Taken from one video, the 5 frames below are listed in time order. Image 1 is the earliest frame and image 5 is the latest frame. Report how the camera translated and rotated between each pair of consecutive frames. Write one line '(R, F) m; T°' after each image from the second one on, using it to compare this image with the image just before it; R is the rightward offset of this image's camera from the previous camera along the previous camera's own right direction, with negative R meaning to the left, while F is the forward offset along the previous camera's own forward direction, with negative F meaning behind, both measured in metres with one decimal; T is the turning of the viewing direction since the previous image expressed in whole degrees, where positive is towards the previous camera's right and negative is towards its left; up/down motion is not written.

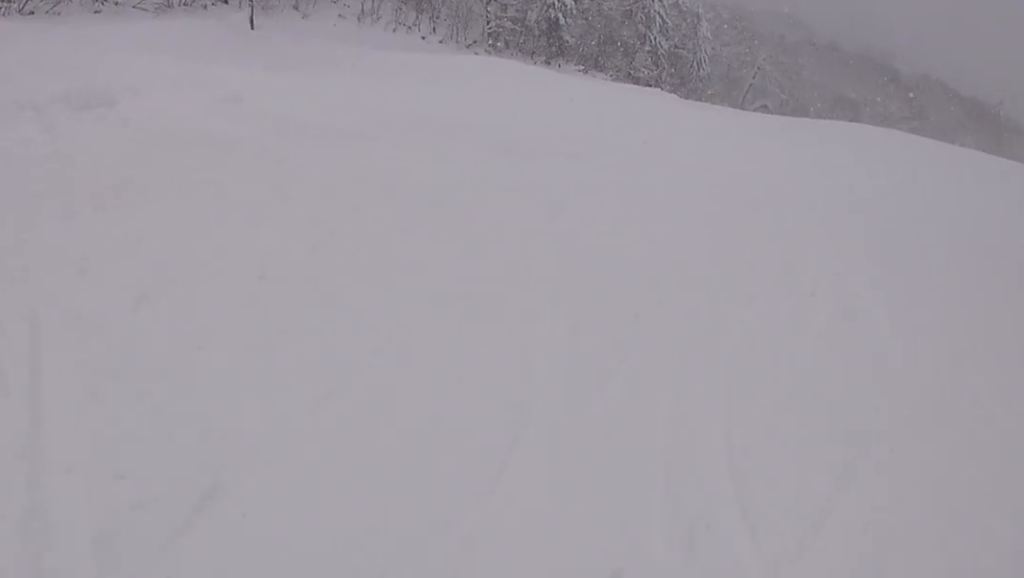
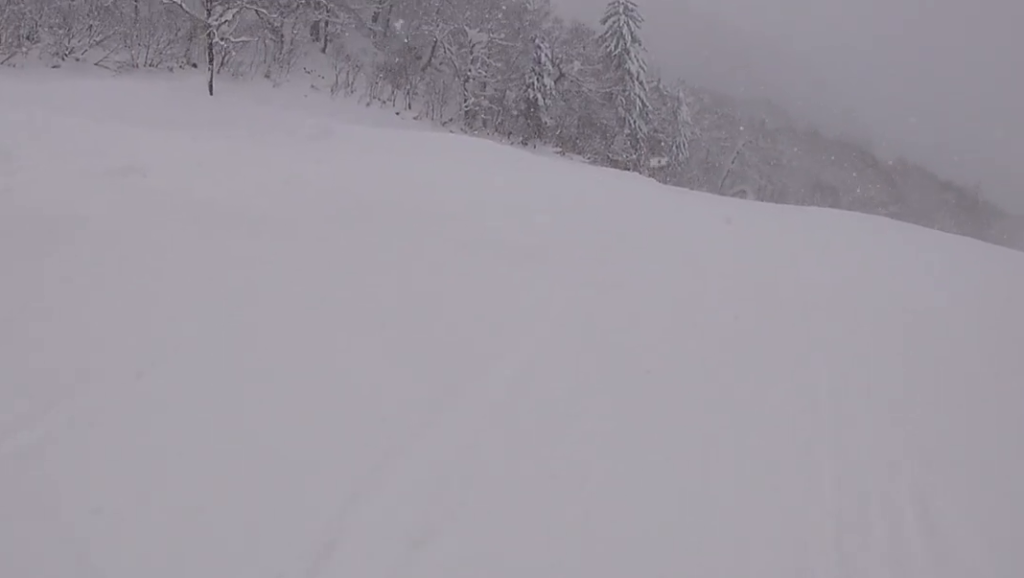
(0.0, +3.7) m; +2°
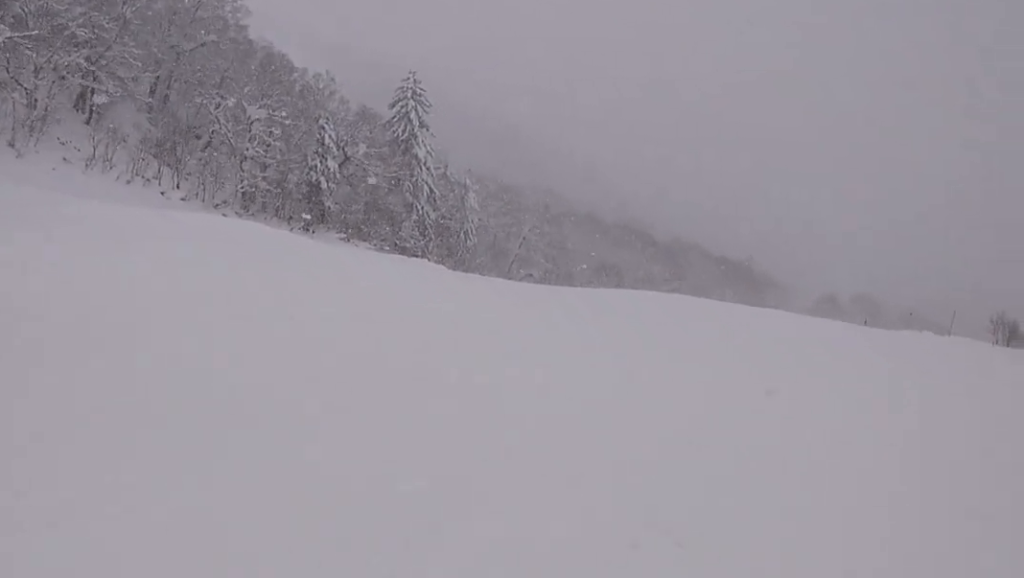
(+0.4, +7.1) m; +9°
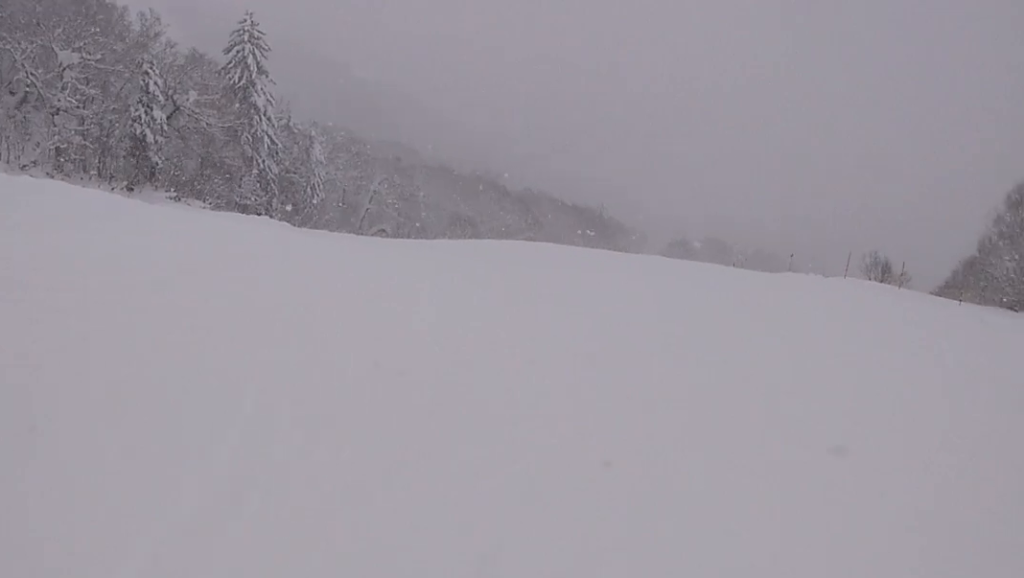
(+0.4, +5.5) m; +5°
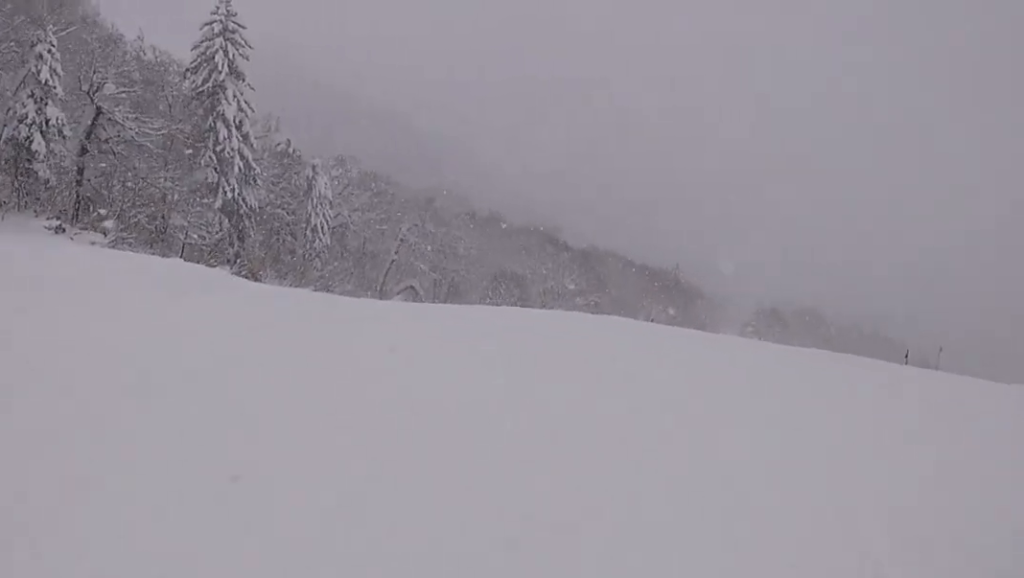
(+0.4, +22.1) m; 0°
